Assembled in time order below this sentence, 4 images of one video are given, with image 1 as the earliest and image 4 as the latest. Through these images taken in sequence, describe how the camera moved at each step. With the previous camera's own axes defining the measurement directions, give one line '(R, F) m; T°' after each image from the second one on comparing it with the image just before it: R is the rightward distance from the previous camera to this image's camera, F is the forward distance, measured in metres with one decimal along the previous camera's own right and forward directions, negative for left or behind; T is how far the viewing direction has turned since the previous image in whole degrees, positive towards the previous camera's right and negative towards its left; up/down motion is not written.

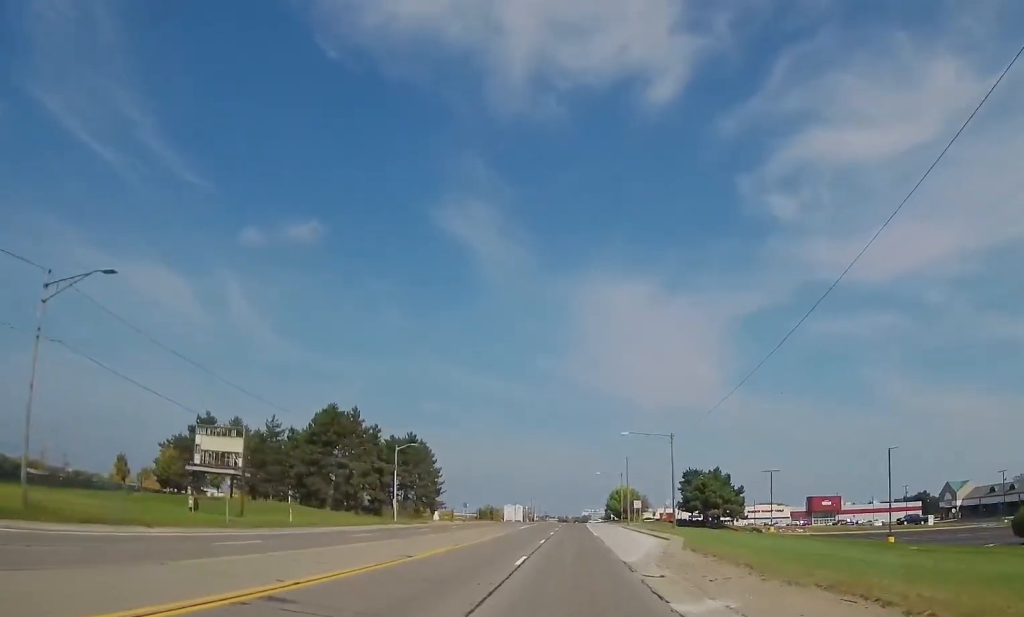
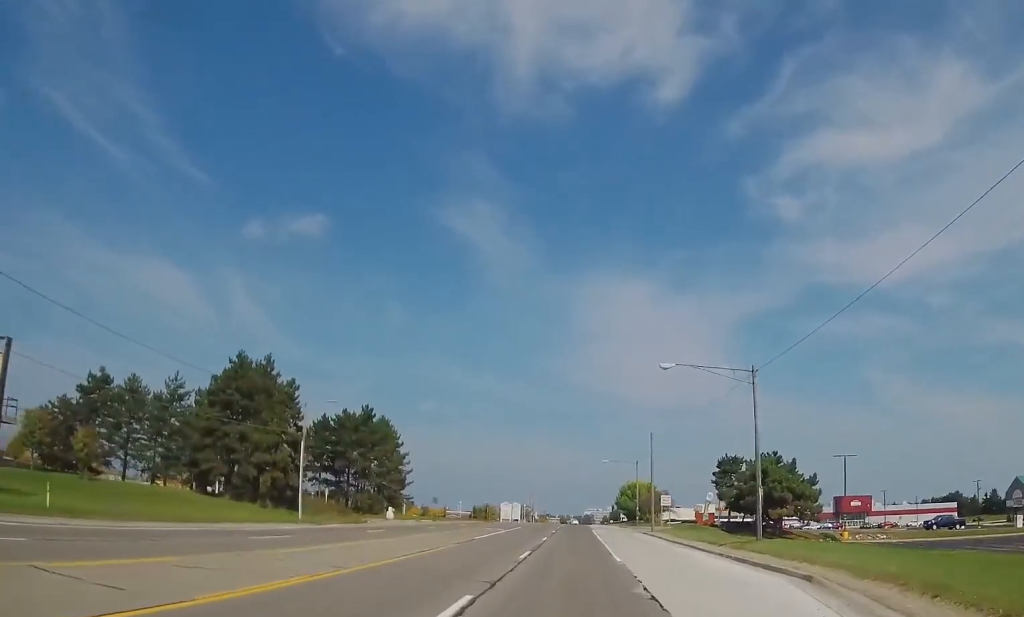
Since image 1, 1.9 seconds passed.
(+1.5, +27.8) m; +2°
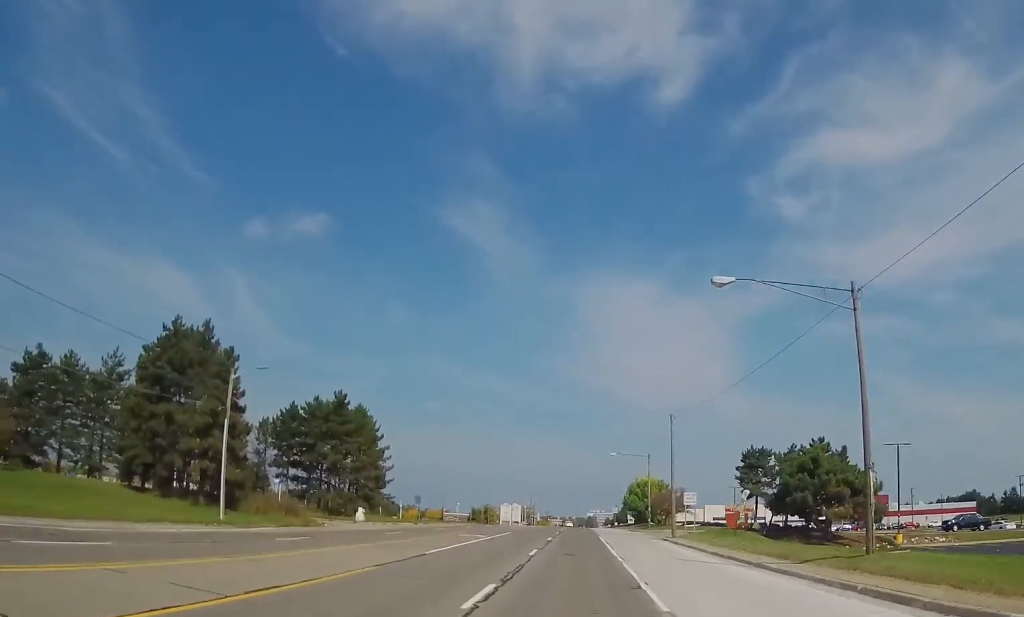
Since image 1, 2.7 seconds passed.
(-0.6, +12.7) m; -2°
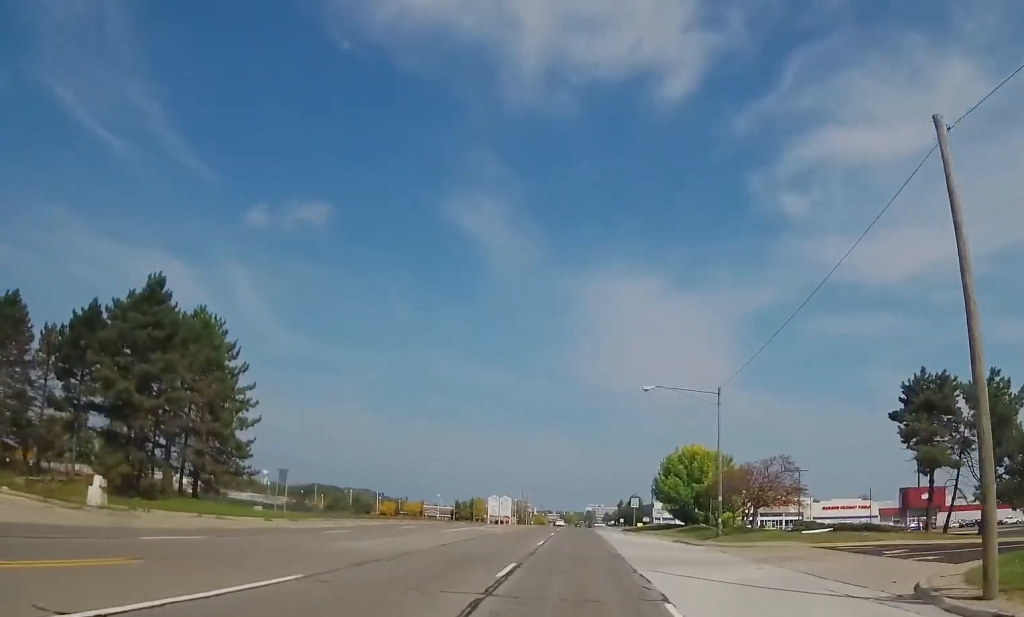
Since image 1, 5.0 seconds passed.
(+1.2, +42.3) m; +2°
